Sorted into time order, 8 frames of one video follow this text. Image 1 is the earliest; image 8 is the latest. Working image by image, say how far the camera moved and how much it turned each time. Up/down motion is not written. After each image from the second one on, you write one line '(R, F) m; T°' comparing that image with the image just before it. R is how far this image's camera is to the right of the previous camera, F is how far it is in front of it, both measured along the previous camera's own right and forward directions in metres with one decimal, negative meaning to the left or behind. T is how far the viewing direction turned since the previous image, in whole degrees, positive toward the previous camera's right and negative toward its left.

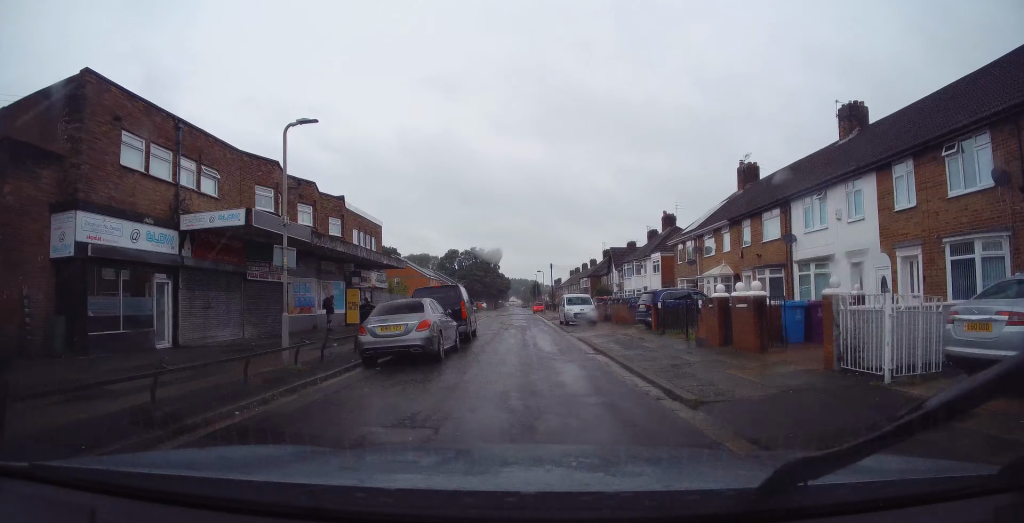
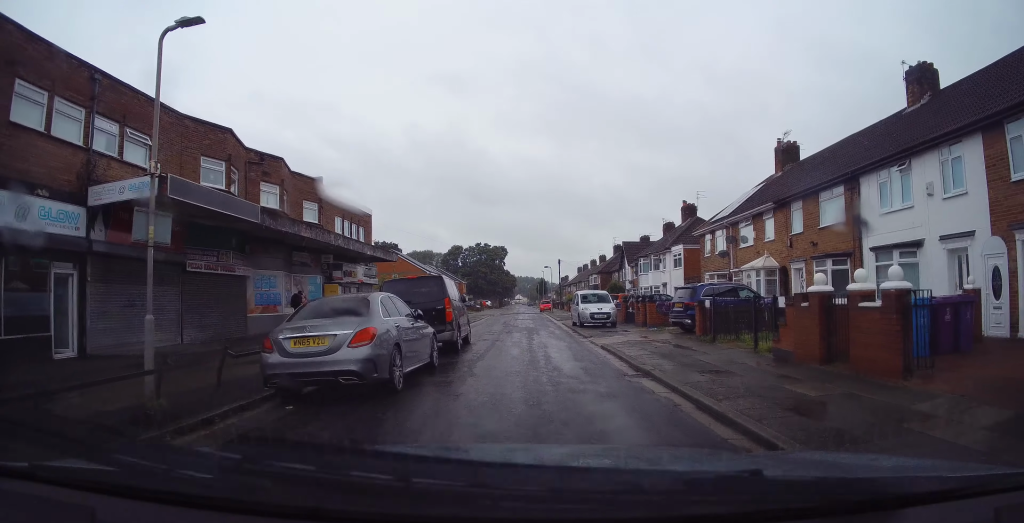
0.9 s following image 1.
(-0.1, +4.5) m; +3°
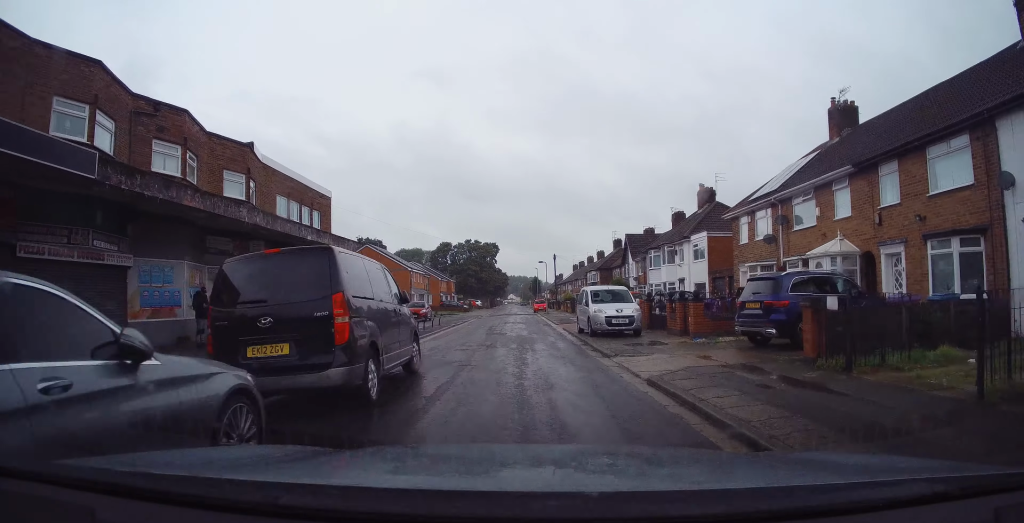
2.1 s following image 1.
(+0.4, +6.6) m; 0°
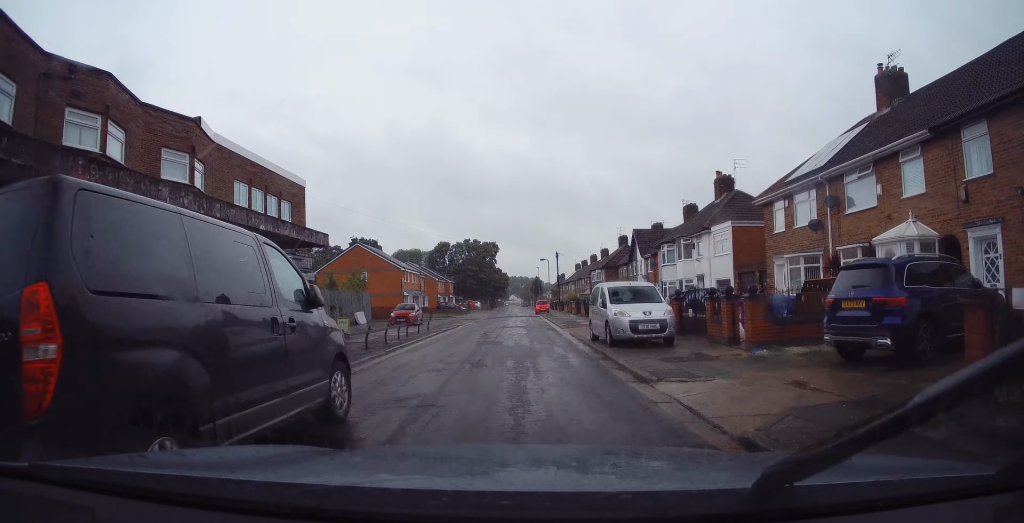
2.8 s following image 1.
(-0.3, +3.9) m; -2°
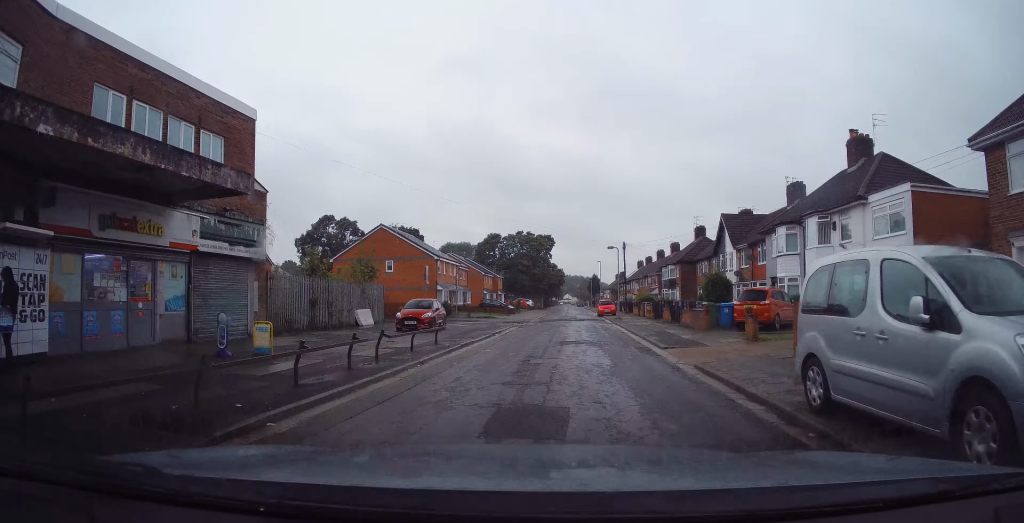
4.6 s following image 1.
(-0.2, +10.9) m; -1°
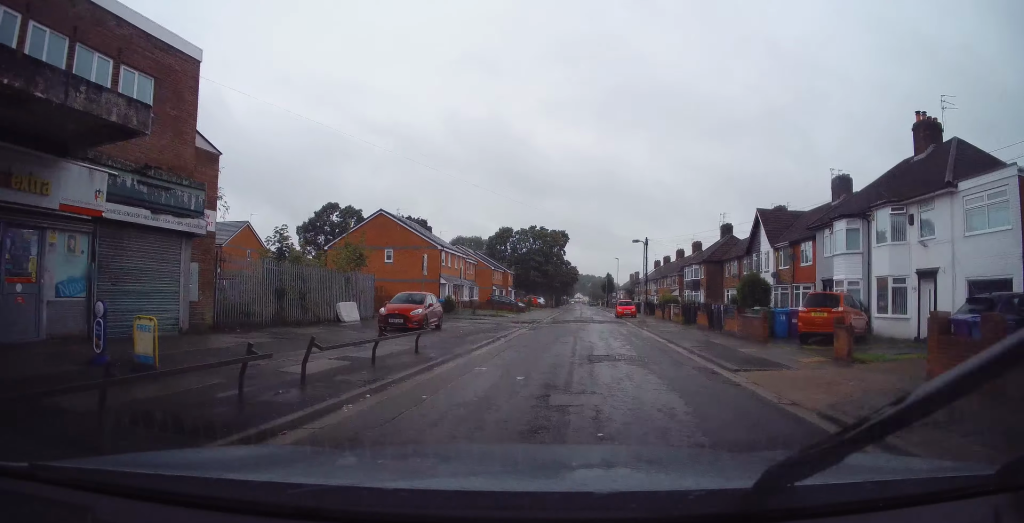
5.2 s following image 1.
(-0.1, +4.6) m; 0°
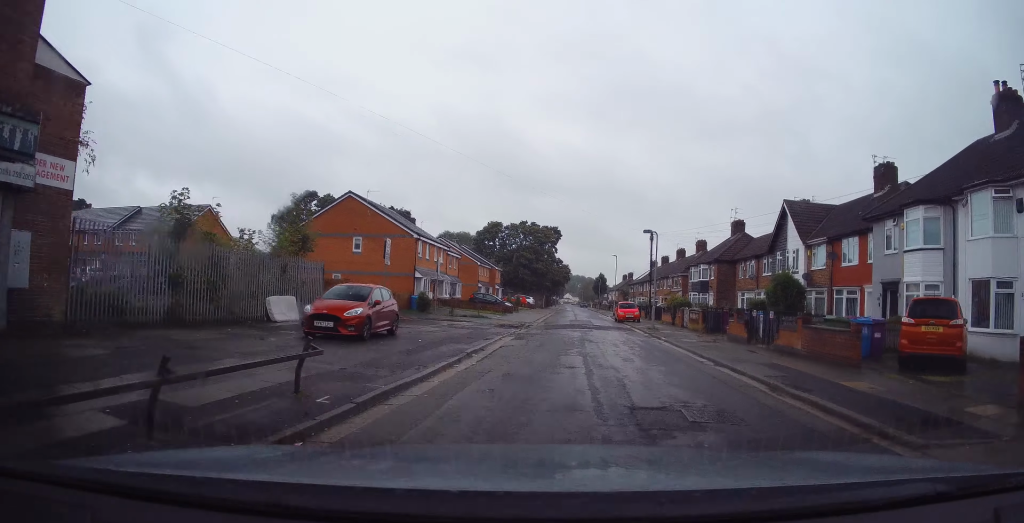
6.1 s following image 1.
(+0.3, +5.8) m; 0°
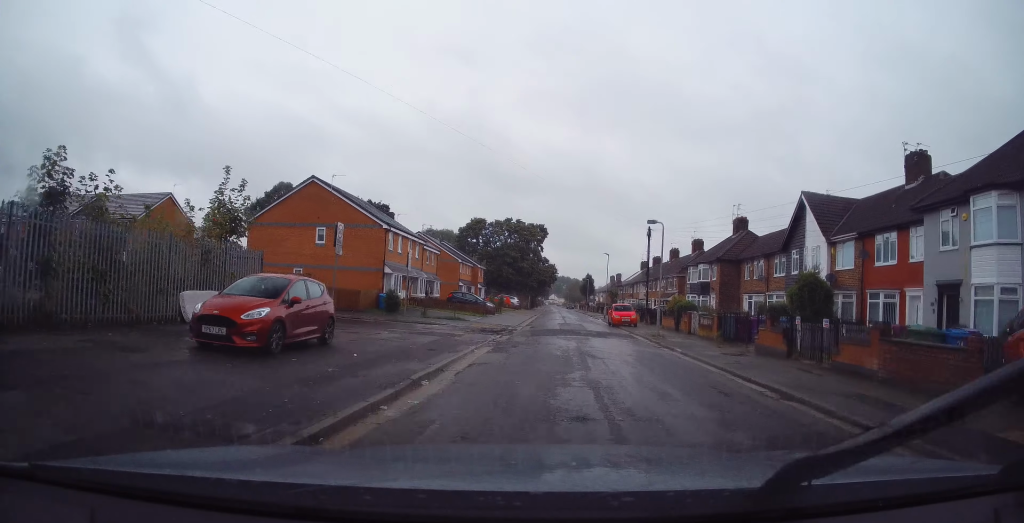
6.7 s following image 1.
(-0.3, +4.2) m; -2°
